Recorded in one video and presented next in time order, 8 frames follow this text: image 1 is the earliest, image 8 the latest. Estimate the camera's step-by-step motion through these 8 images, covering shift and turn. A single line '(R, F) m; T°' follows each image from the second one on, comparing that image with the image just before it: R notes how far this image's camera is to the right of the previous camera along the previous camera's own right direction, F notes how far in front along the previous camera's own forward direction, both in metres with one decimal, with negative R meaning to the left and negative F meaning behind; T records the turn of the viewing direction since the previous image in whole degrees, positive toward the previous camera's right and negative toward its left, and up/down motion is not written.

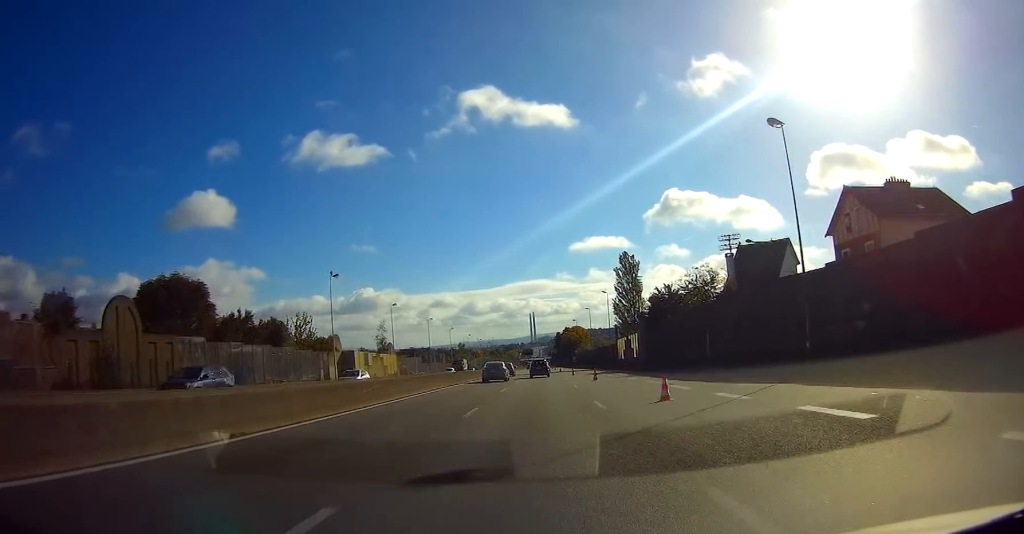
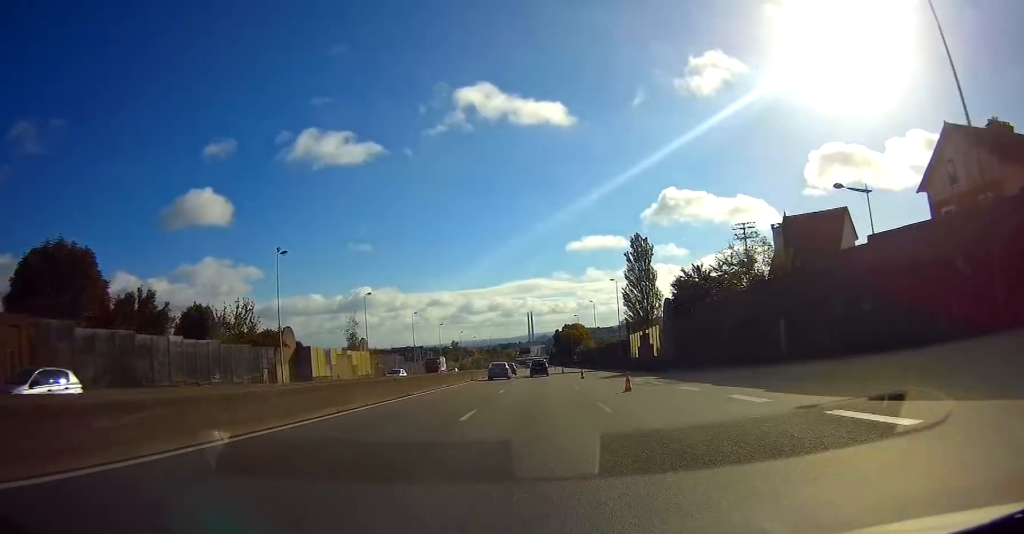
(-0.1, +14.6) m; -1°
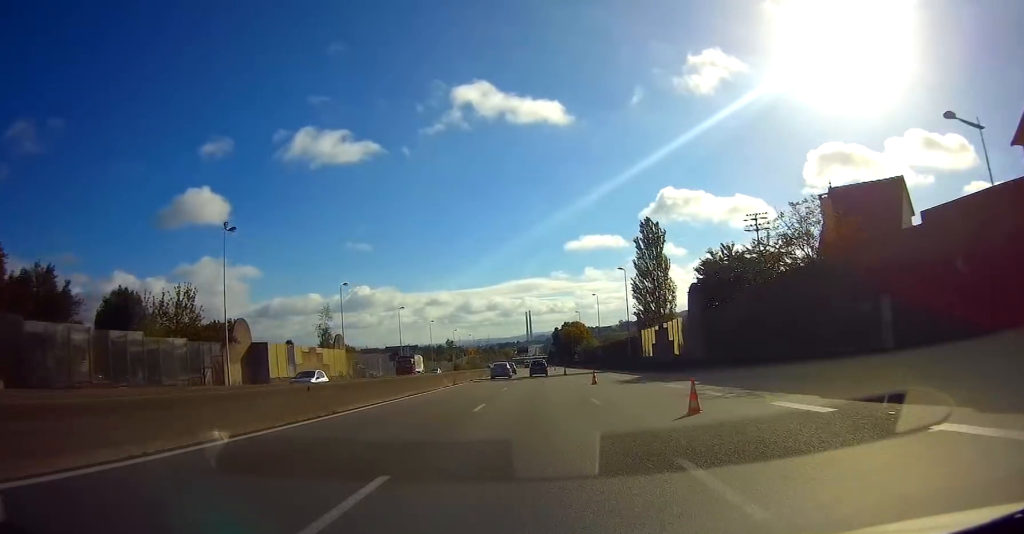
(-0.1, +10.2) m; -1°
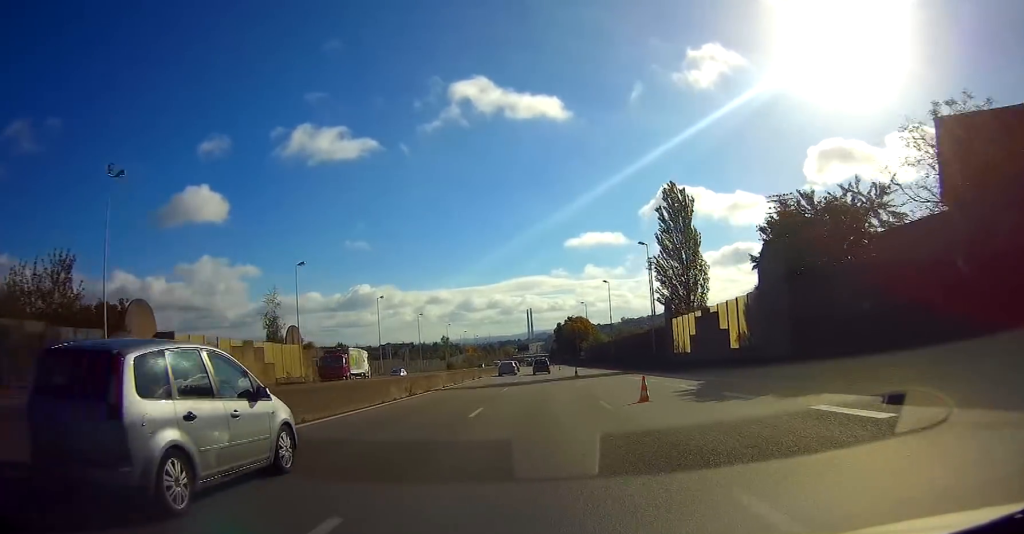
(0.0, +15.3) m; 0°
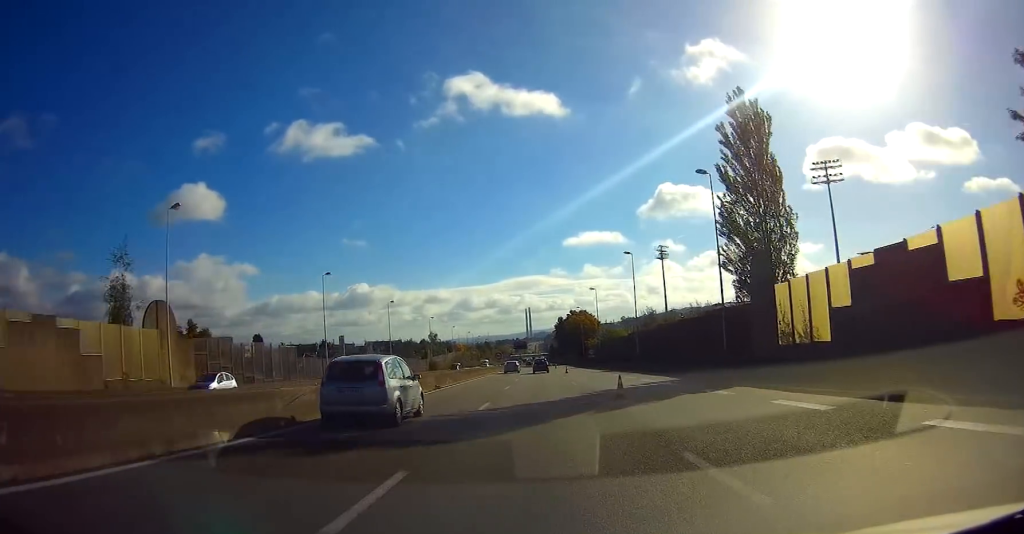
(0.0, +24.1) m; +1°
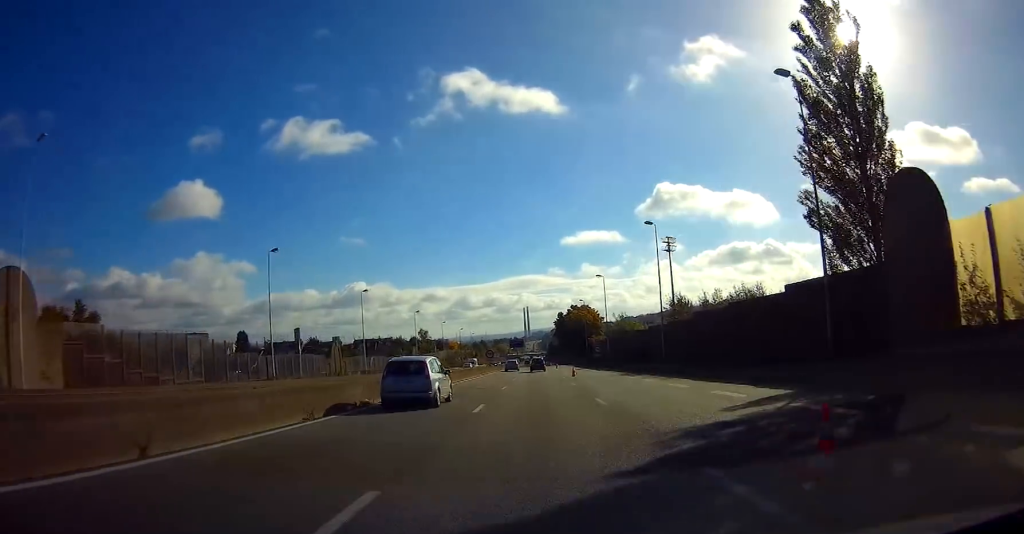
(+0.1, +14.6) m; 0°
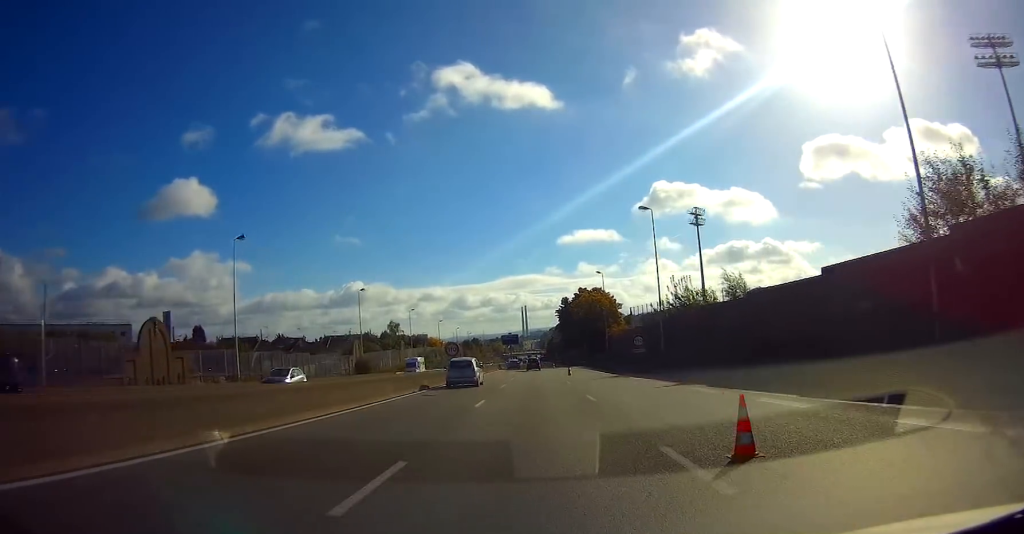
(-0.2, +37.9) m; -1°
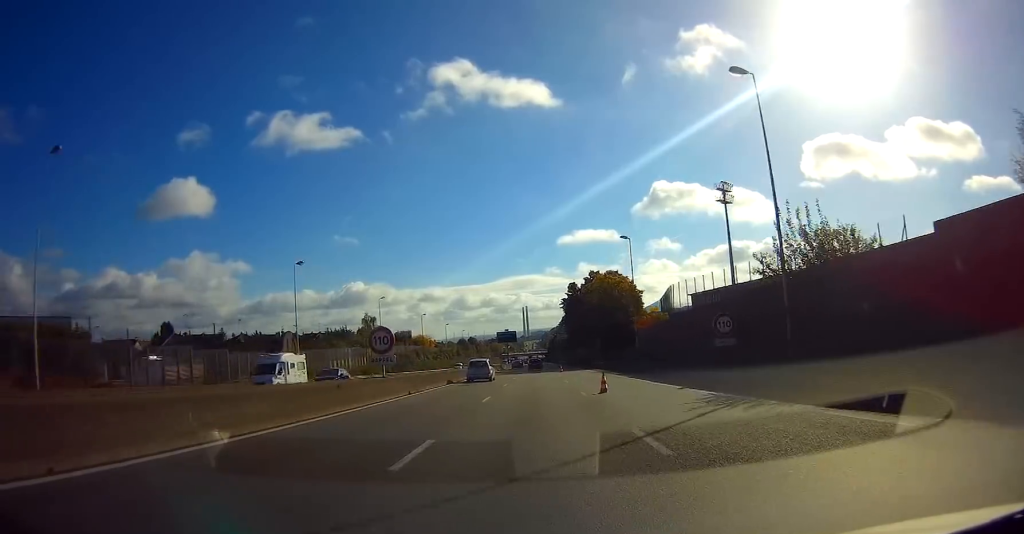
(+0.2, +24.0) m; +1°
